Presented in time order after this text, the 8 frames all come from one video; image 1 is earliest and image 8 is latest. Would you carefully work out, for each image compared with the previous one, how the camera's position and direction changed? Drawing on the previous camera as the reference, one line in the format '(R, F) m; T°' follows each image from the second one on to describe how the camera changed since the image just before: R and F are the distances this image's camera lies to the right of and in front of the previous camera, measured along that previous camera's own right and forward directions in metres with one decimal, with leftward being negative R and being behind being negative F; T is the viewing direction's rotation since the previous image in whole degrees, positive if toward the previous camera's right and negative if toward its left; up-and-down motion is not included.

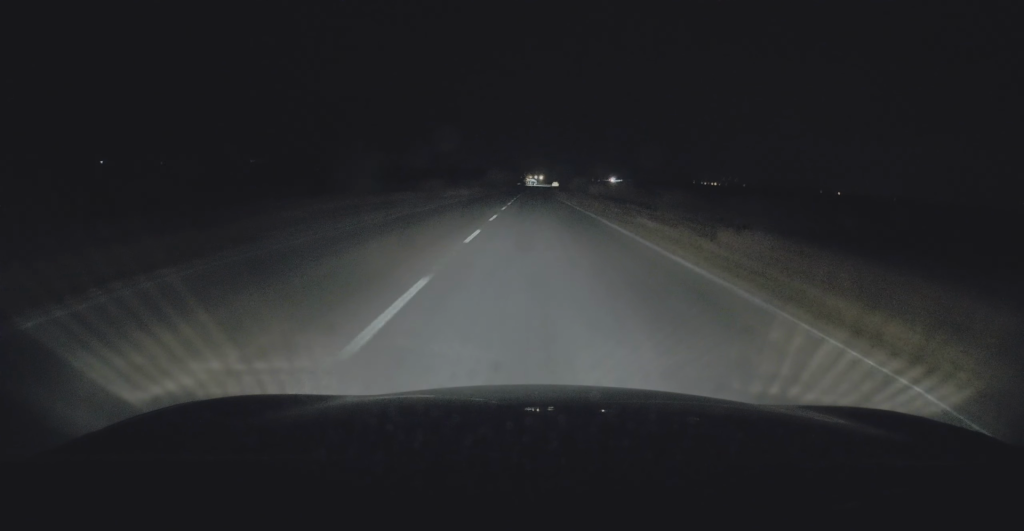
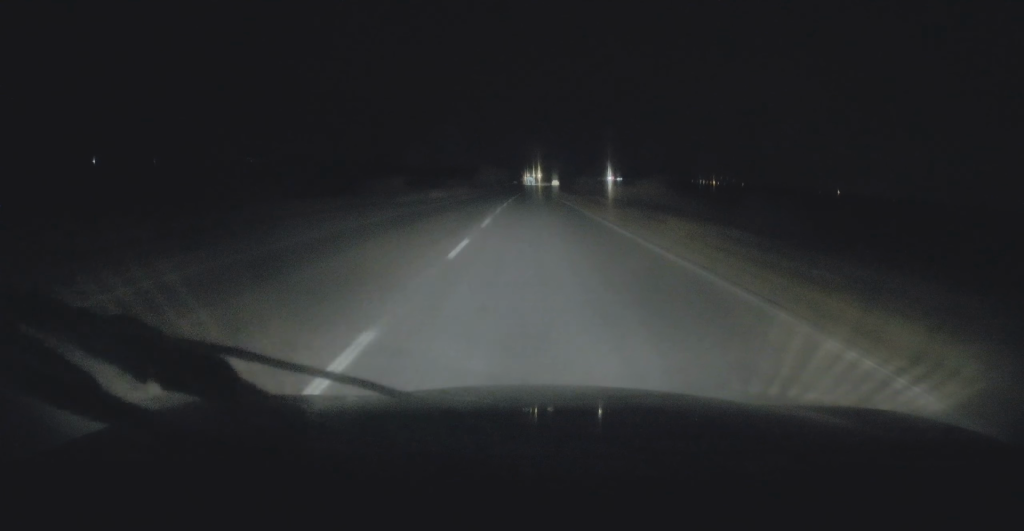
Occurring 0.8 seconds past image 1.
(-0.3, +18.2) m; 0°
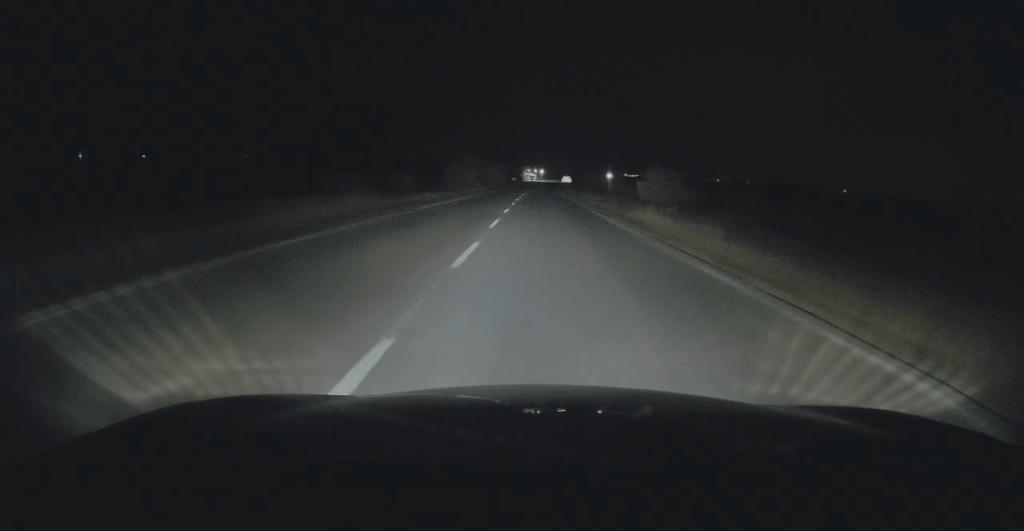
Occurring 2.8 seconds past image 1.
(+0.5, +46.6) m; 0°
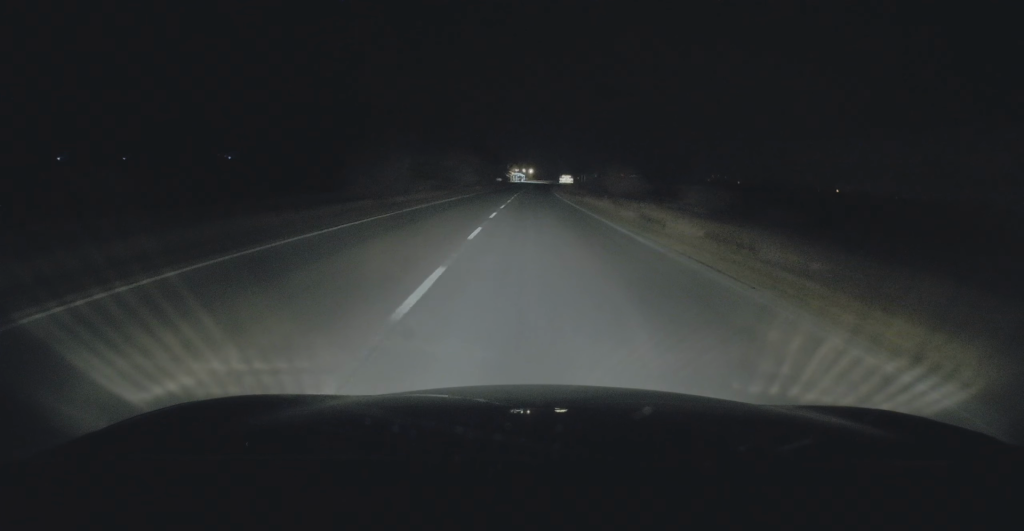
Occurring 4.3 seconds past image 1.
(0.0, +34.2) m; 0°
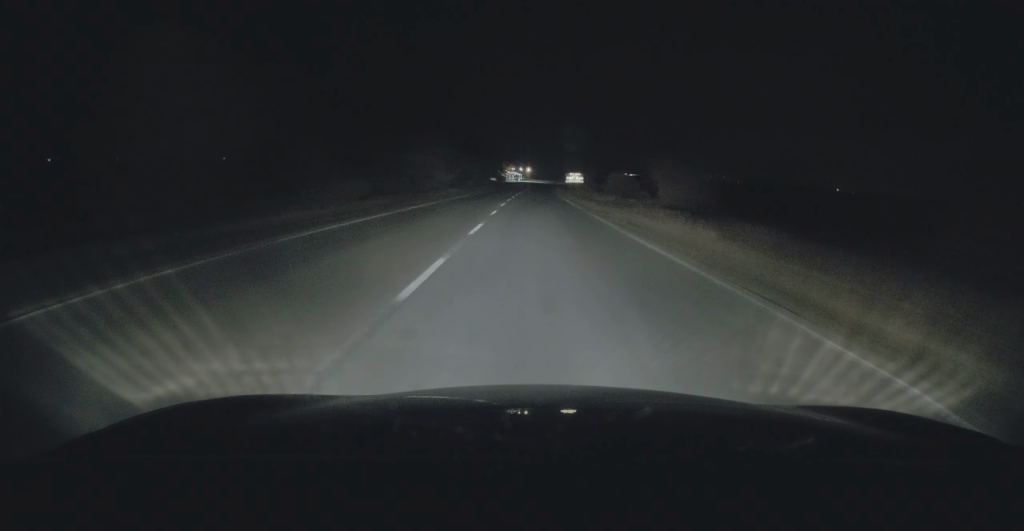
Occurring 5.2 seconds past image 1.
(+0.1, +21.7) m; +1°
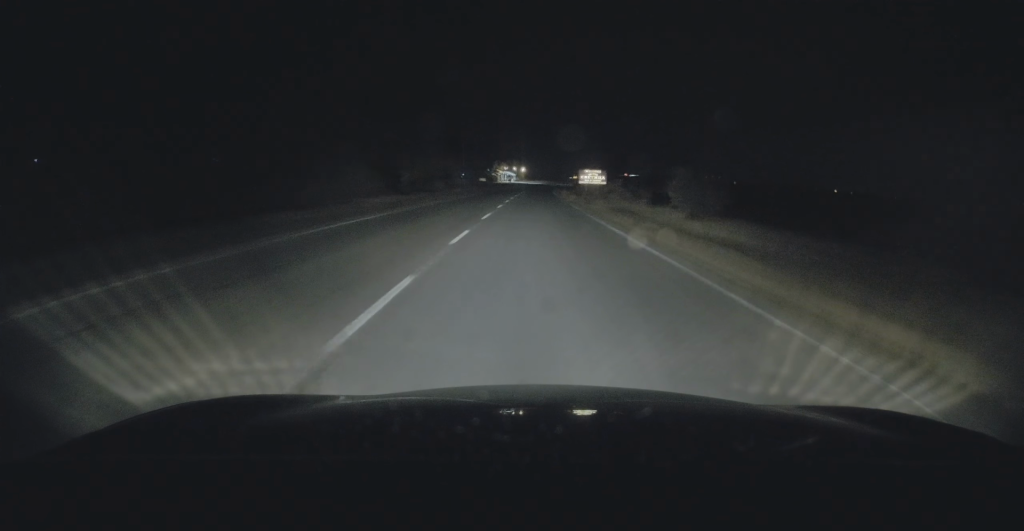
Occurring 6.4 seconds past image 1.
(+0.1, +25.1) m; 0°
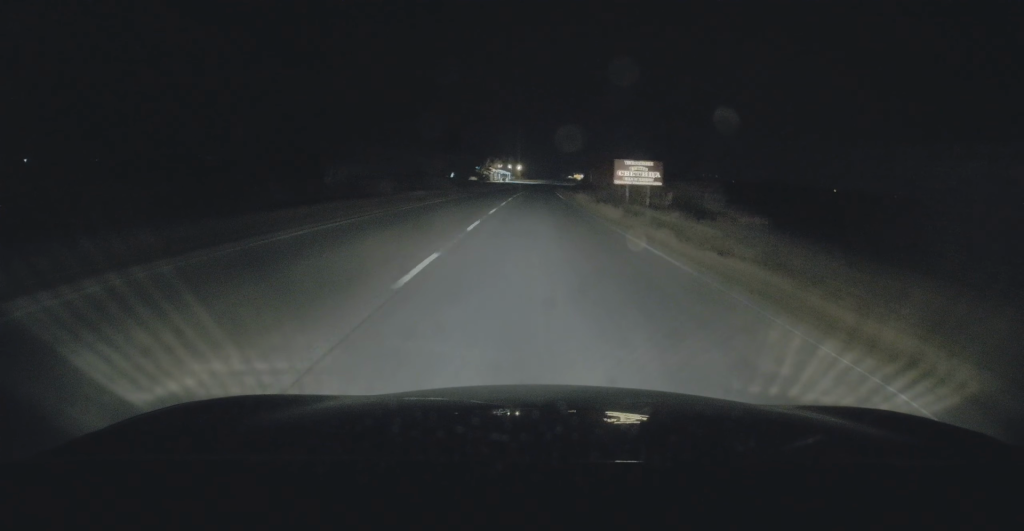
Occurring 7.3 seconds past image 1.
(0.0, +21.3) m; 0°
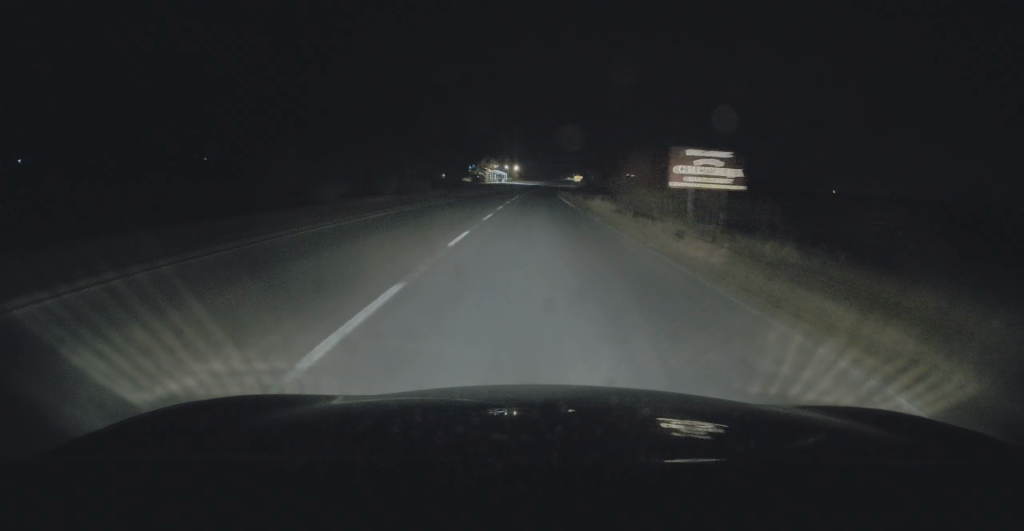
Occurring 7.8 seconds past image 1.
(+0.1, +11.0) m; 0°
